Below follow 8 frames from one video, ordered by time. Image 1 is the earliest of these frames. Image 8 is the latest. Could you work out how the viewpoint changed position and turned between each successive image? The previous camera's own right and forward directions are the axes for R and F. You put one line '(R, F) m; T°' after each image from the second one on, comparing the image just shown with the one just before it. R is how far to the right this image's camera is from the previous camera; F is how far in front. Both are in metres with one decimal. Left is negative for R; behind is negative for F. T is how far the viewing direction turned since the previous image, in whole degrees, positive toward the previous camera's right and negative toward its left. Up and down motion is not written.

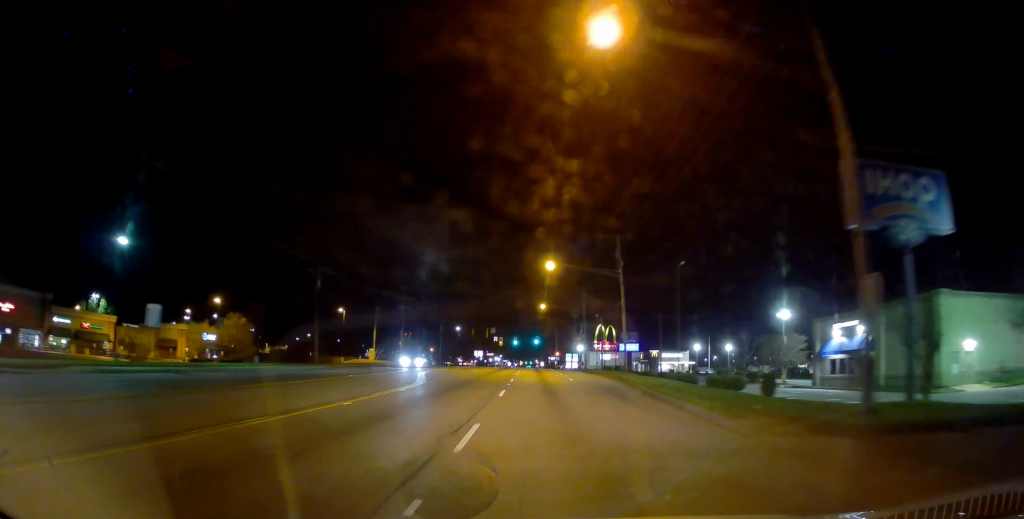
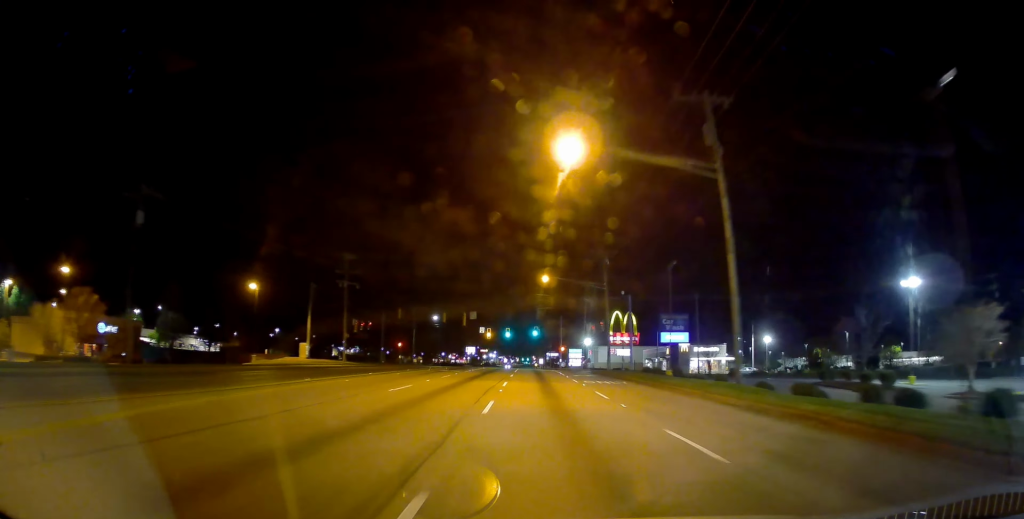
(-0.6, +30.9) m; -1°
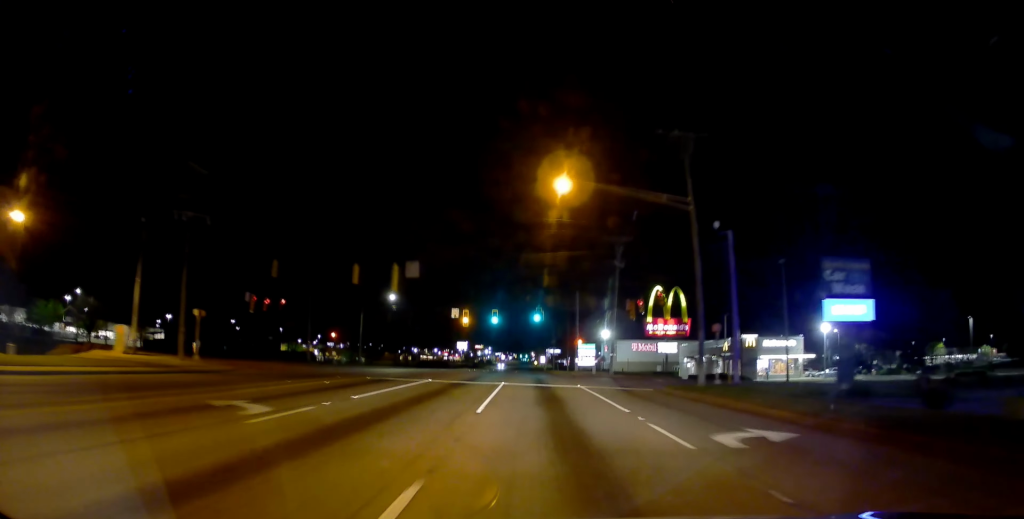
(+0.8, +35.5) m; +1°
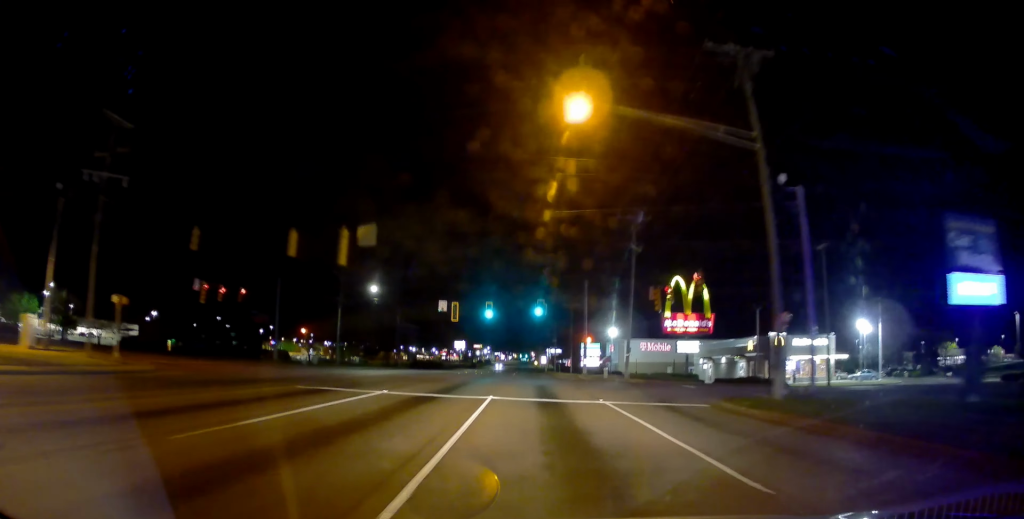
(0.0, +9.7) m; 0°
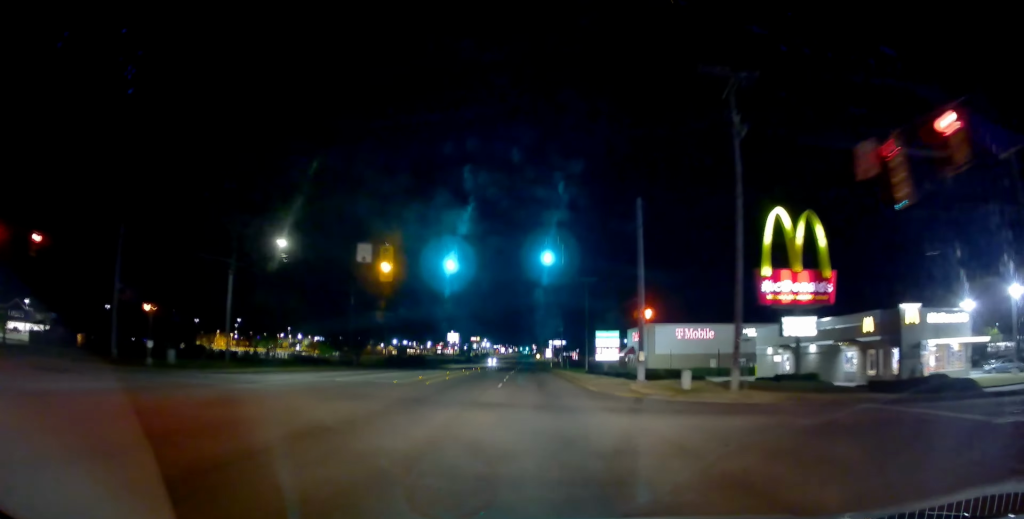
(-0.1, +27.6) m; 0°
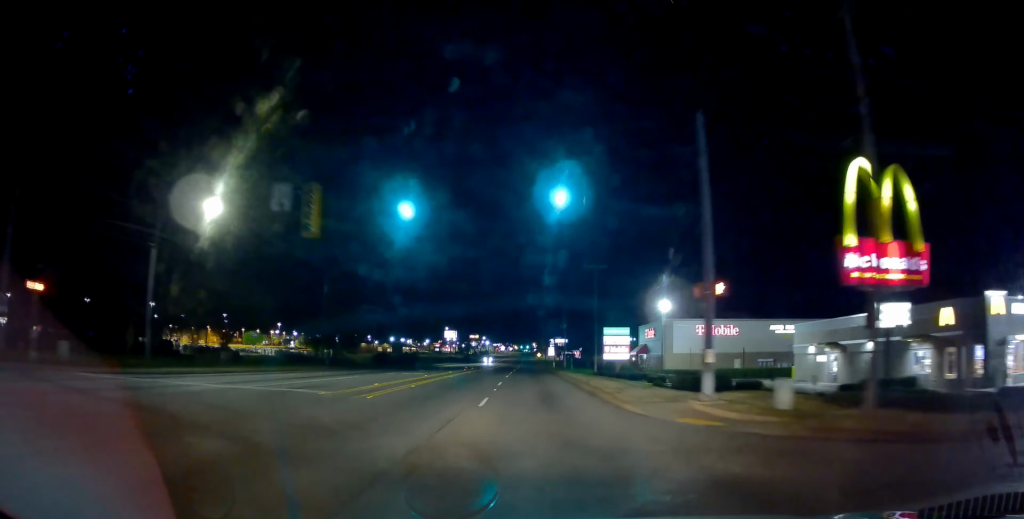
(-0.1, +10.4) m; +1°
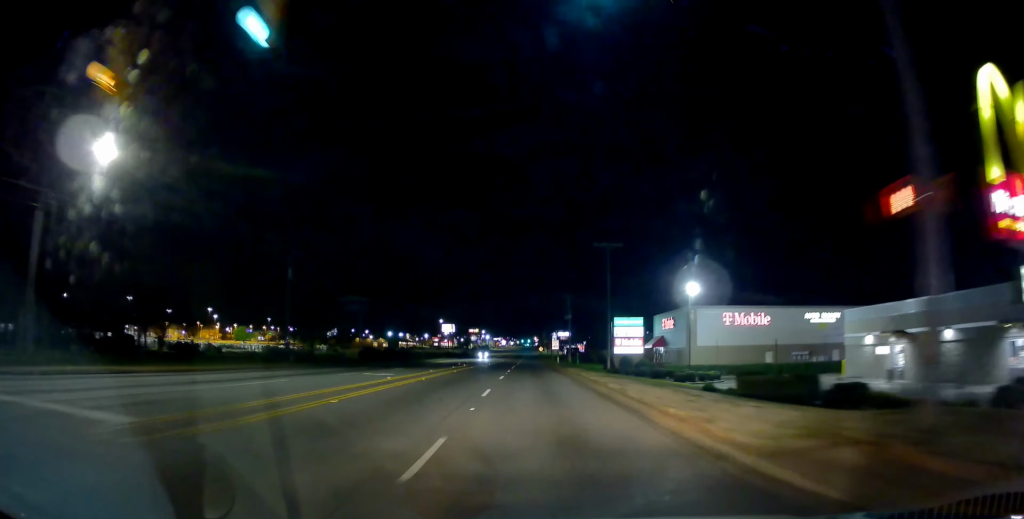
(+0.1, +10.4) m; 0°
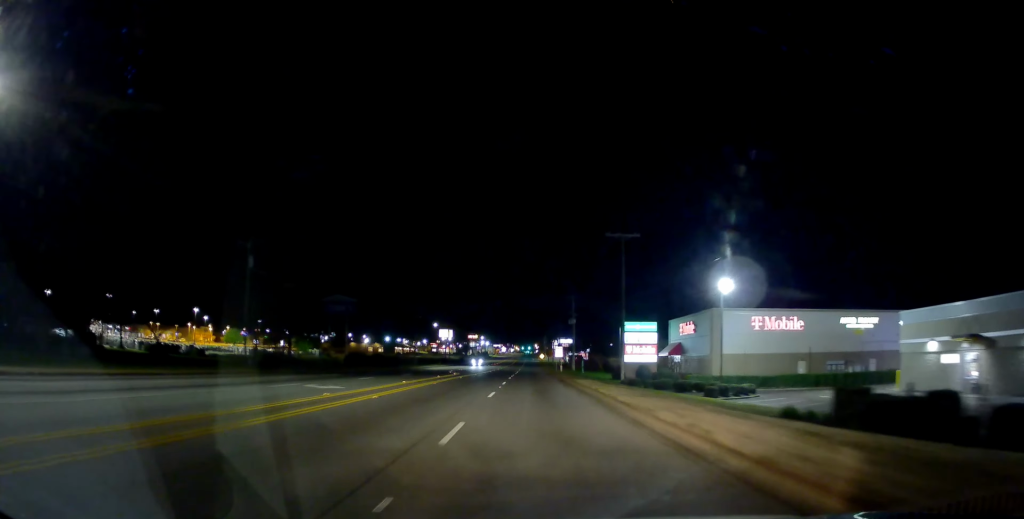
(+0.2, +8.6) m; 0°
